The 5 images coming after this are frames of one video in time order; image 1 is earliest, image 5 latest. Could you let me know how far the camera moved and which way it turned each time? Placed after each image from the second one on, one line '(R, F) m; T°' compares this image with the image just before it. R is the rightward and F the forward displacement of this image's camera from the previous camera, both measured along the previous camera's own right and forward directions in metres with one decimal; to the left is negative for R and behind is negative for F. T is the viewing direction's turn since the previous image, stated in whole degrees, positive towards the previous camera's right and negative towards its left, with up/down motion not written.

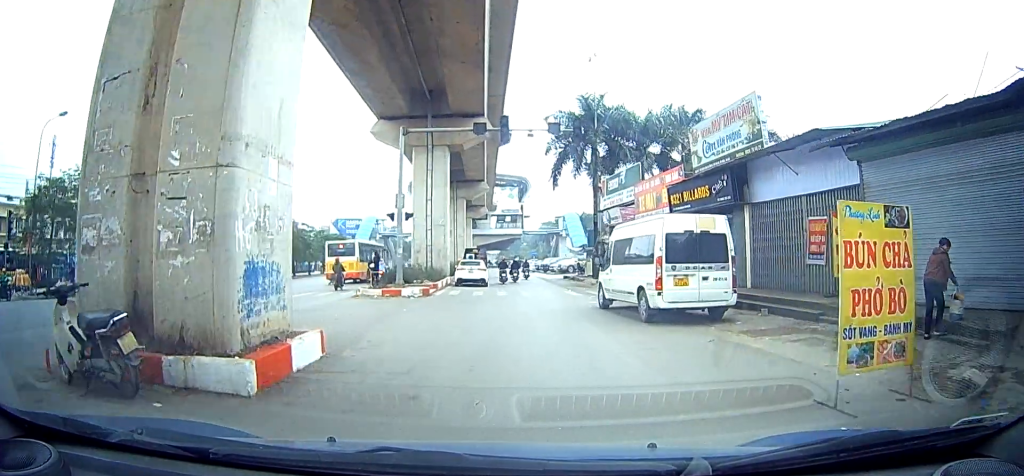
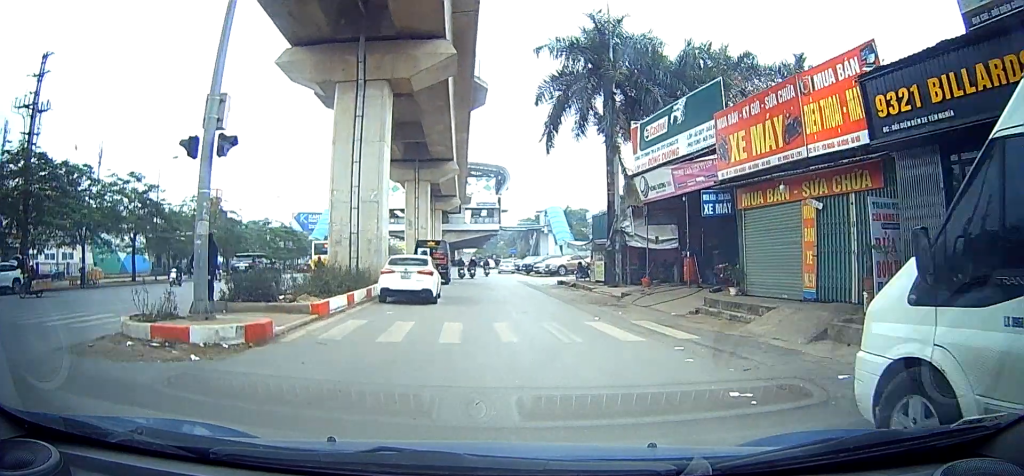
(-0.1, +11.8) m; +1°
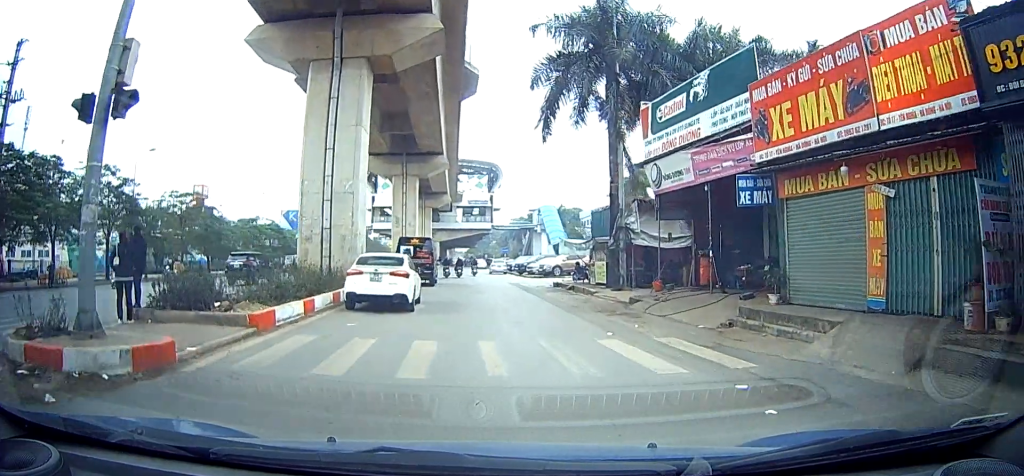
(0.0, +2.0) m; +2°
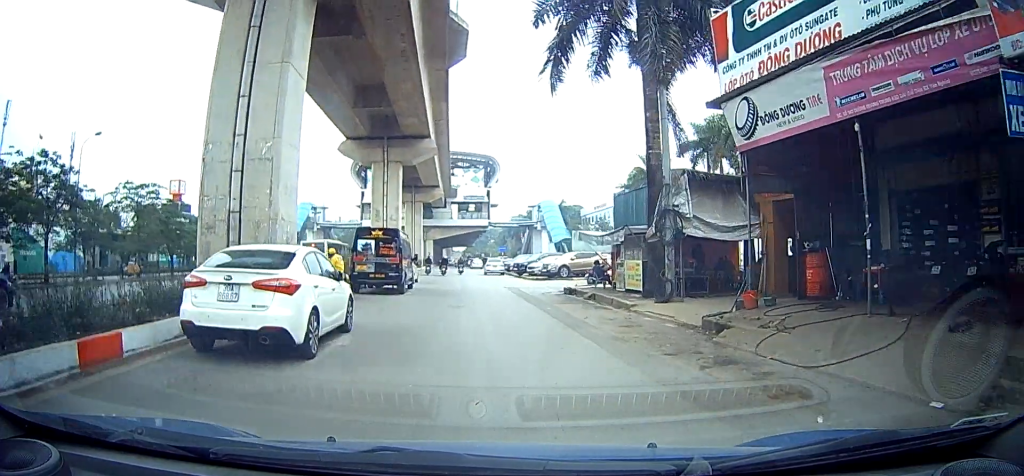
(+0.3, +5.4) m; +3°
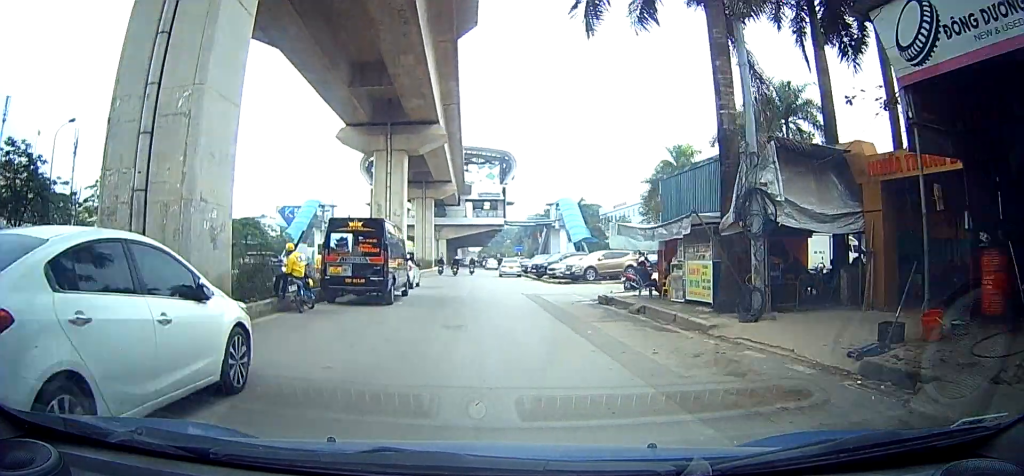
(0.0, +3.8) m; 0°
